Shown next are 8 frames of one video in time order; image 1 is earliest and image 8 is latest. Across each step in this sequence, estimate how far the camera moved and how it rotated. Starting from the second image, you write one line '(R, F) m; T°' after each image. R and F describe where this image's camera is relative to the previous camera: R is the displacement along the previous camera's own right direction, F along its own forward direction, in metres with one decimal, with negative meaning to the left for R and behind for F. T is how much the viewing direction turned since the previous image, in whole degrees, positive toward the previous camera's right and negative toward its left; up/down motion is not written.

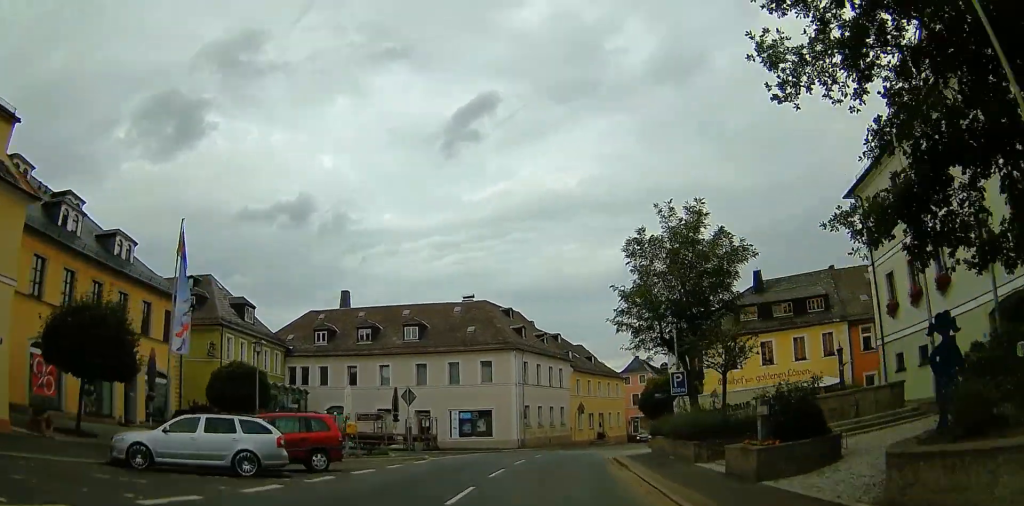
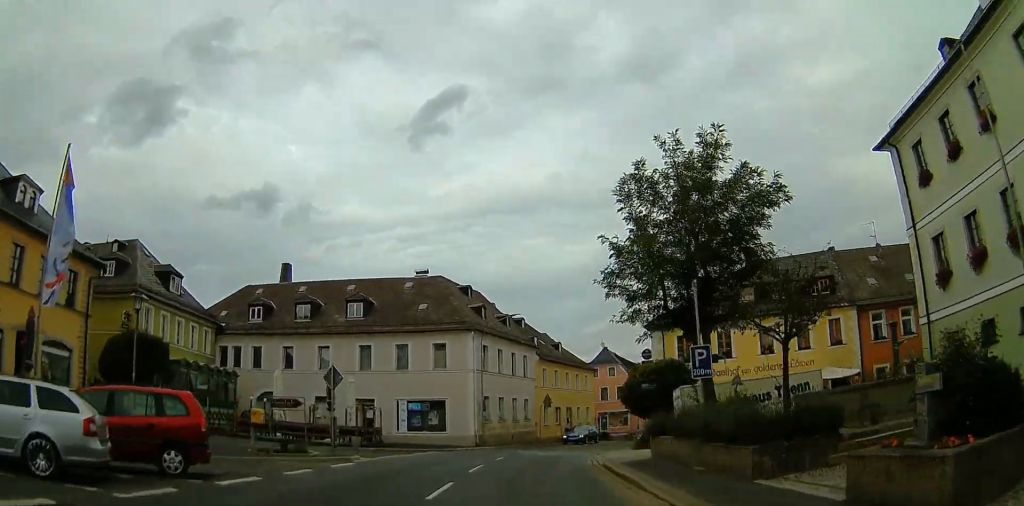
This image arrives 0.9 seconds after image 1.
(0.0, +5.5) m; 0°
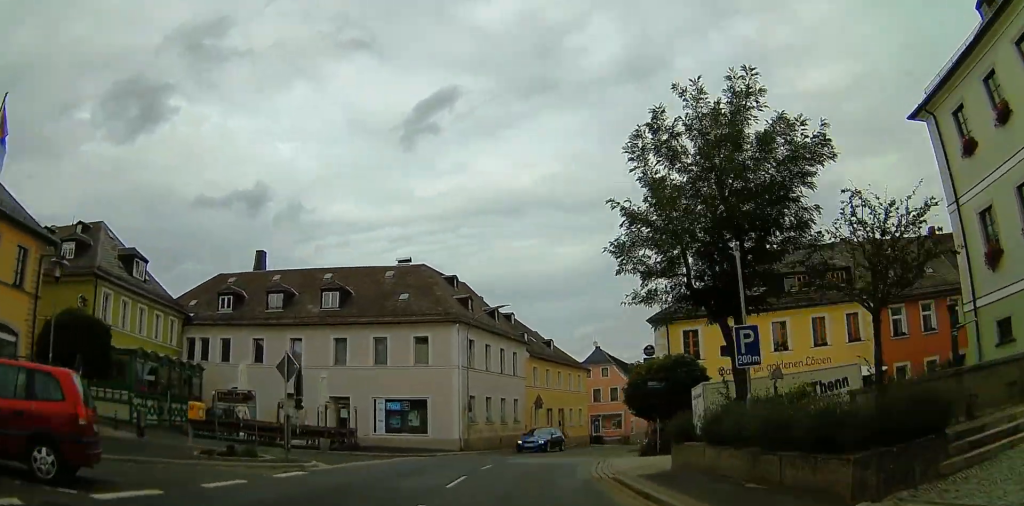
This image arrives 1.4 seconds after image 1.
(0.0, +3.3) m; 0°
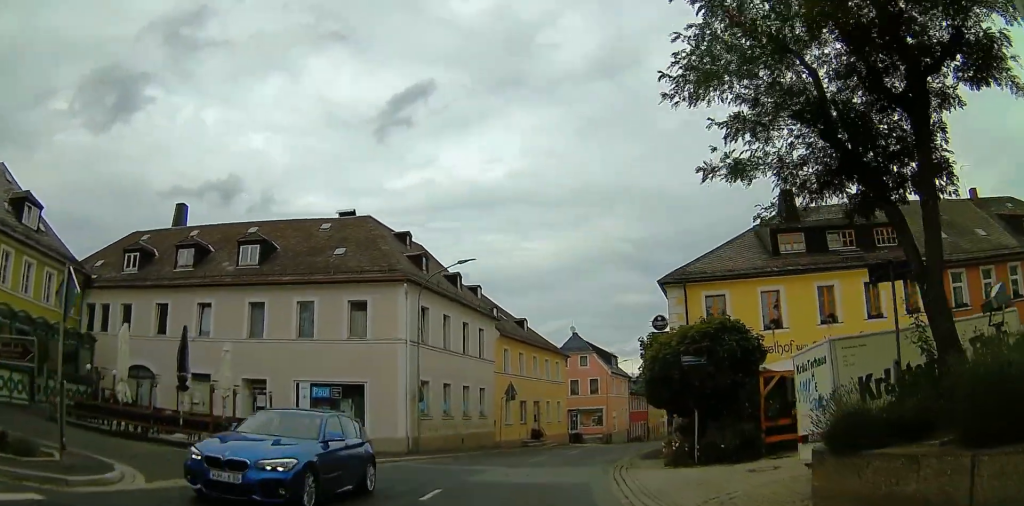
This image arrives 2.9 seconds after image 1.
(0.0, +9.0) m; 0°
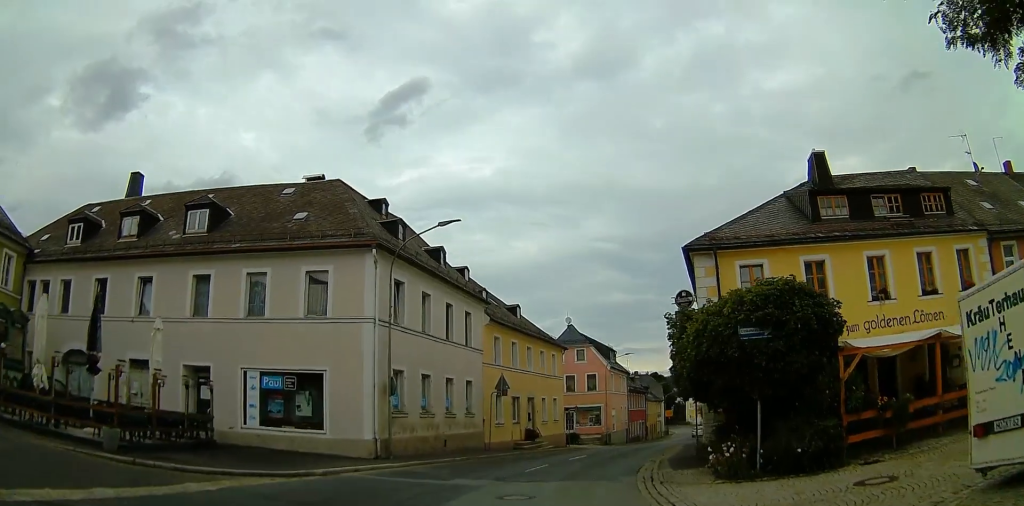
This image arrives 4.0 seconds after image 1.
(+0.1, +6.0) m; +4°
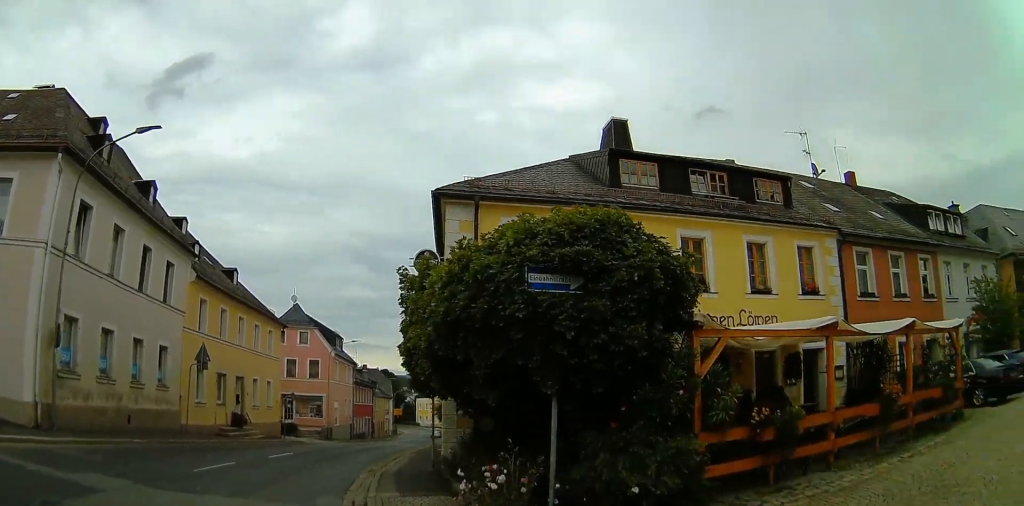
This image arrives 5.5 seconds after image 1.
(+0.6, +5.8) m; +21°
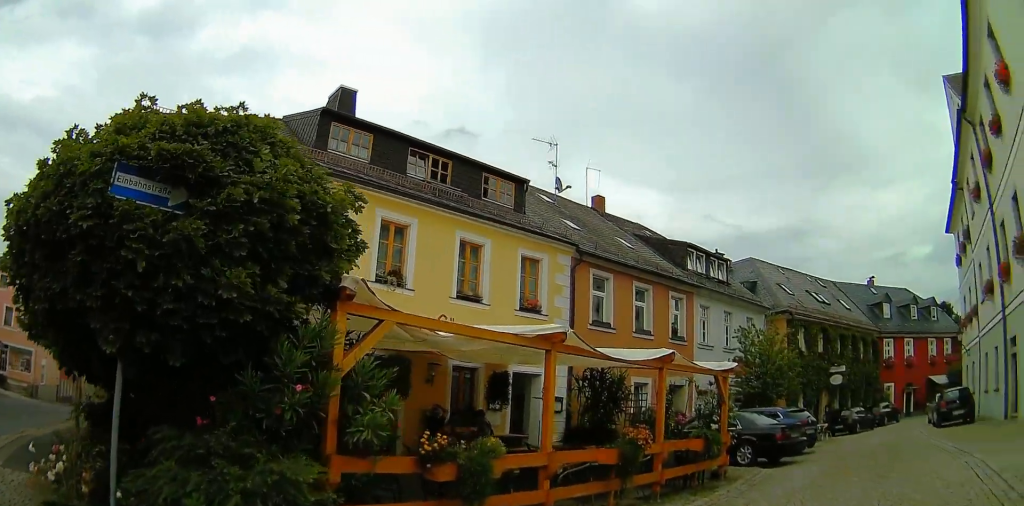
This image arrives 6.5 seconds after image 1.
(+0.6, +2.7) m; +36°
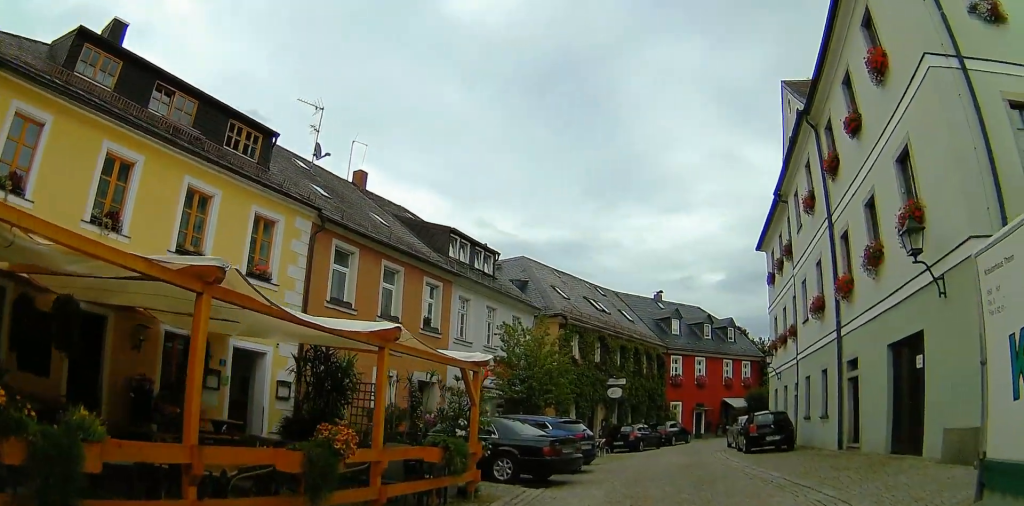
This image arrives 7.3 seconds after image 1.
(+0.9, +2.2) m; +24°
